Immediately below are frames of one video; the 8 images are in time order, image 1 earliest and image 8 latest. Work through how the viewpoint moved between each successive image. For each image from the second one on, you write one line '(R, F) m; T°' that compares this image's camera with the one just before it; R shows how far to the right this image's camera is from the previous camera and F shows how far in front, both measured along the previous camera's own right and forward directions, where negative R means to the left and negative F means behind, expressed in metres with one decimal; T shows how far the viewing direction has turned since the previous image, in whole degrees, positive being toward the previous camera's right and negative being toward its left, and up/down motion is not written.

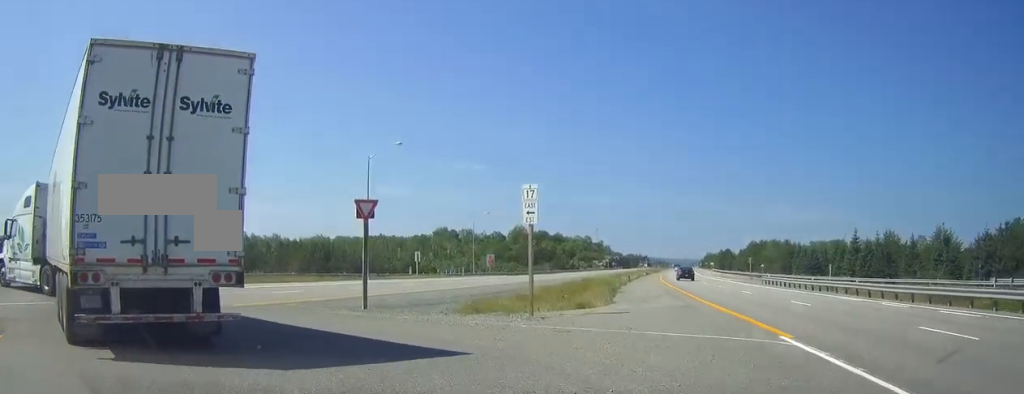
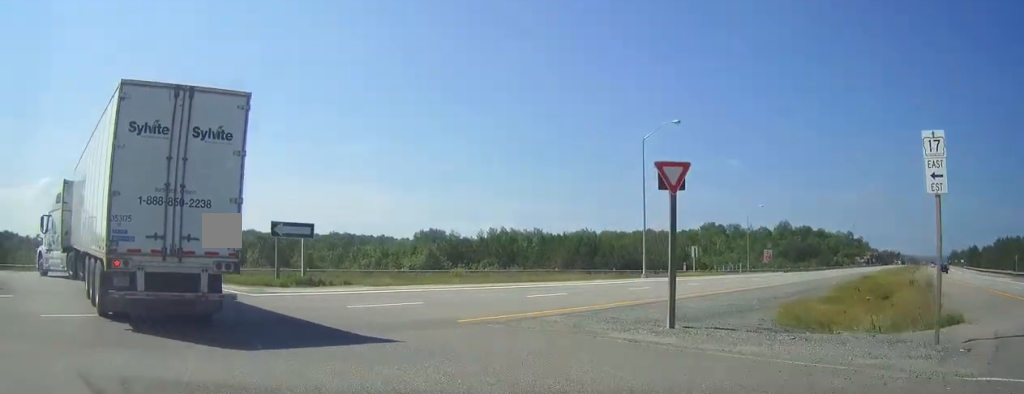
(-1.1, +7.8) m; -19°
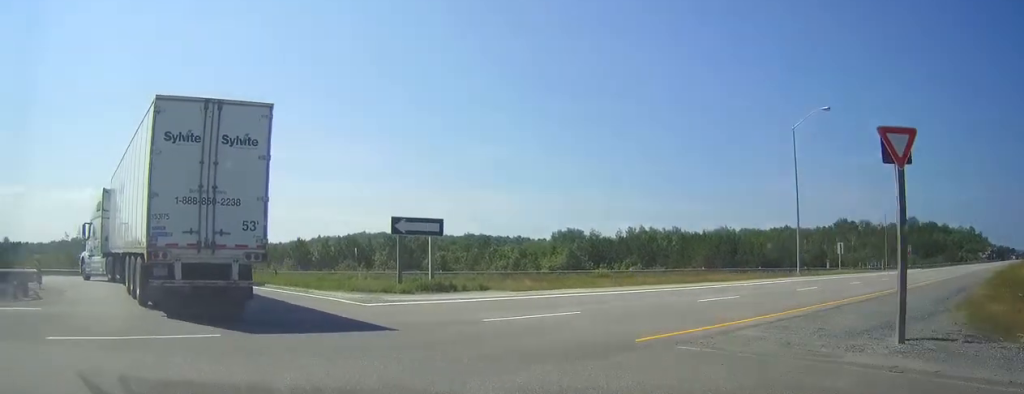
(-0.4, +3.7) m; -12°
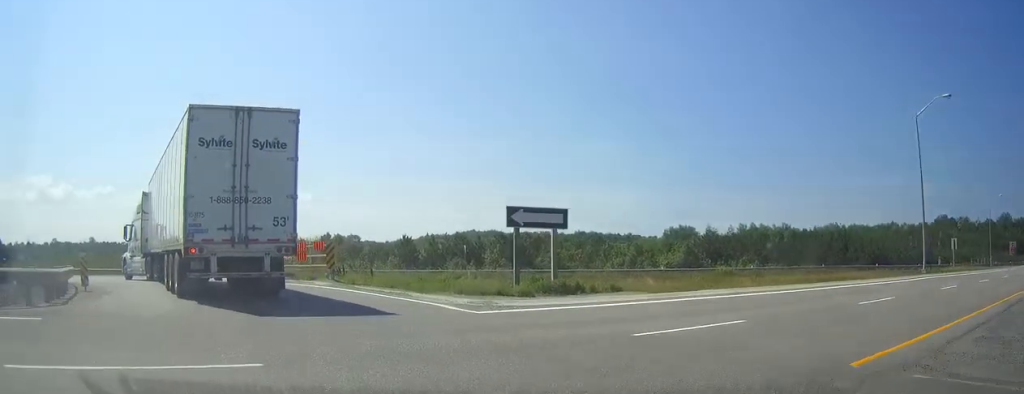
(-0.3, +3.1) m; -9°
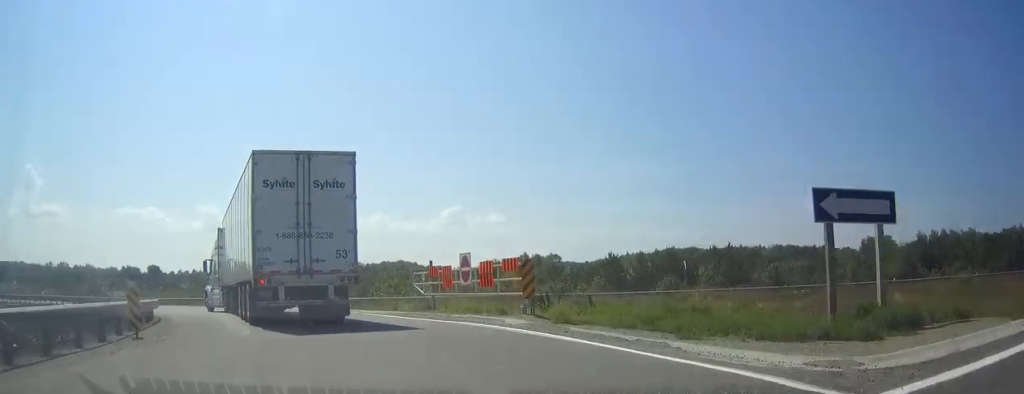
(-1.1, +7.0) m; -15°
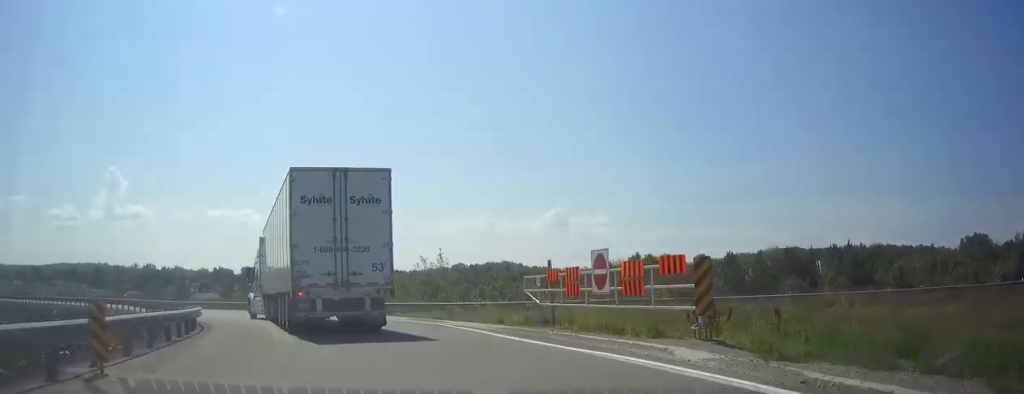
(-0.3, +4.9) m; -8°
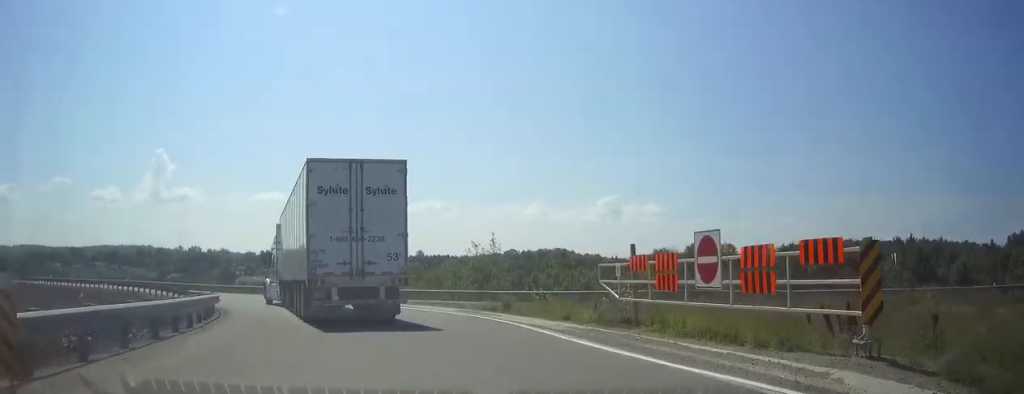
(-0.1, +3.2) m; -4°
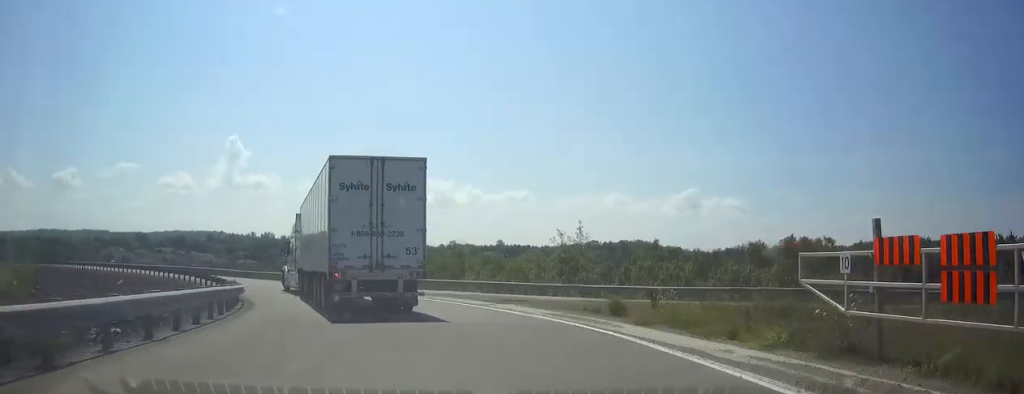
(-0.4, +6.0) m; -7°
